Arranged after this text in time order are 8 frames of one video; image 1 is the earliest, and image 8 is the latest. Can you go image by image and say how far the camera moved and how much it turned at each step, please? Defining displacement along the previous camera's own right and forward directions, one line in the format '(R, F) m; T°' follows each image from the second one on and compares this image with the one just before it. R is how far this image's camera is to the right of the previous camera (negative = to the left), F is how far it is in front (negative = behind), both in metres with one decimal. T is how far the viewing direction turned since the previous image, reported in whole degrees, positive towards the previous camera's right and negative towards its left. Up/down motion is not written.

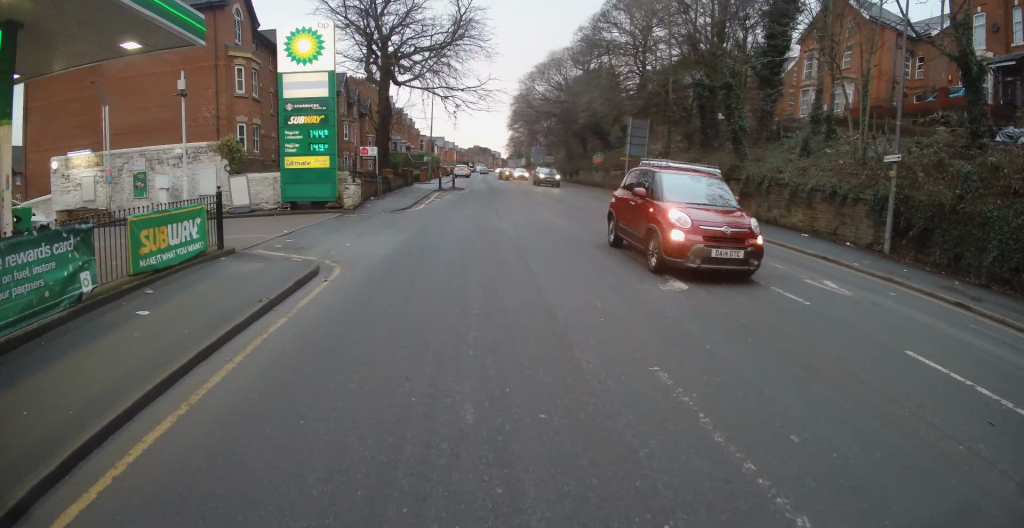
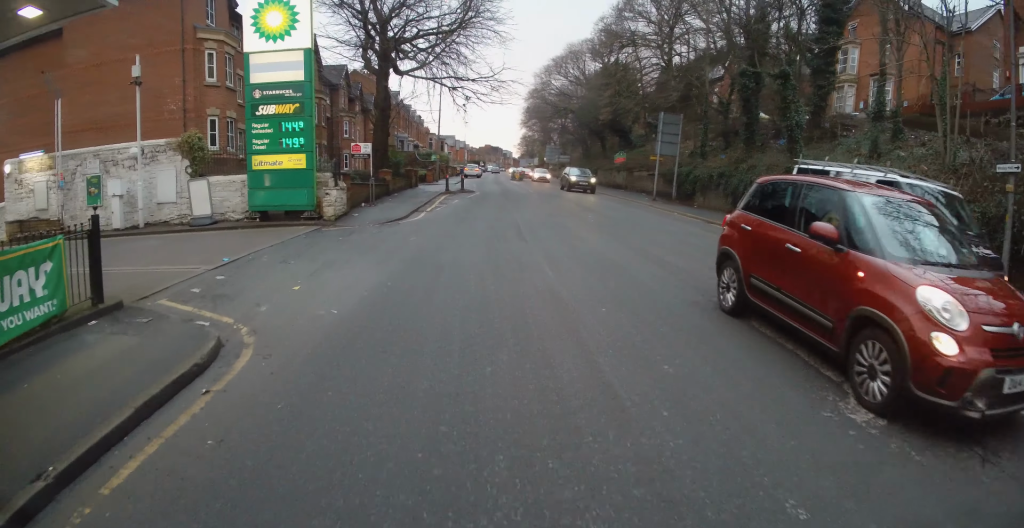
(+0.1, +3.8) m; +3°
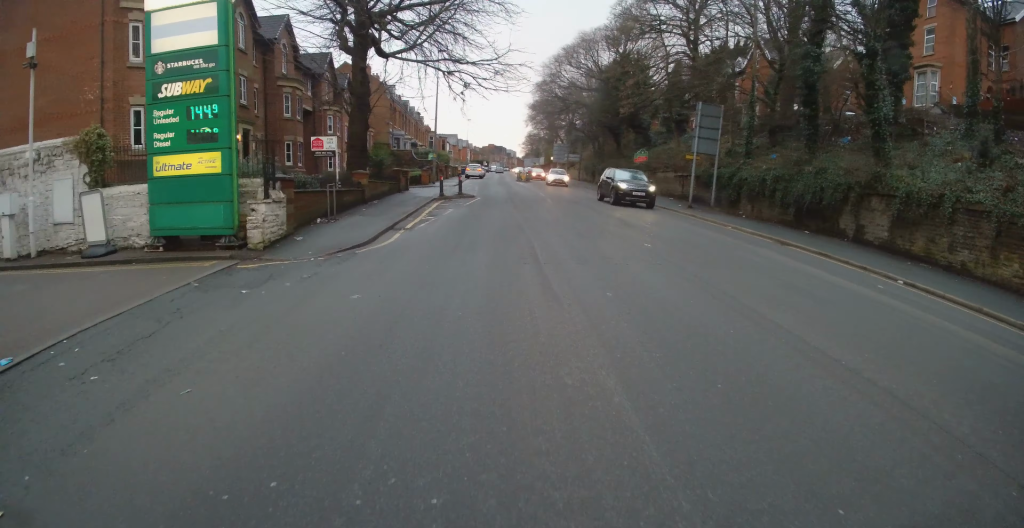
(+0.2, +5.0) m; +3°
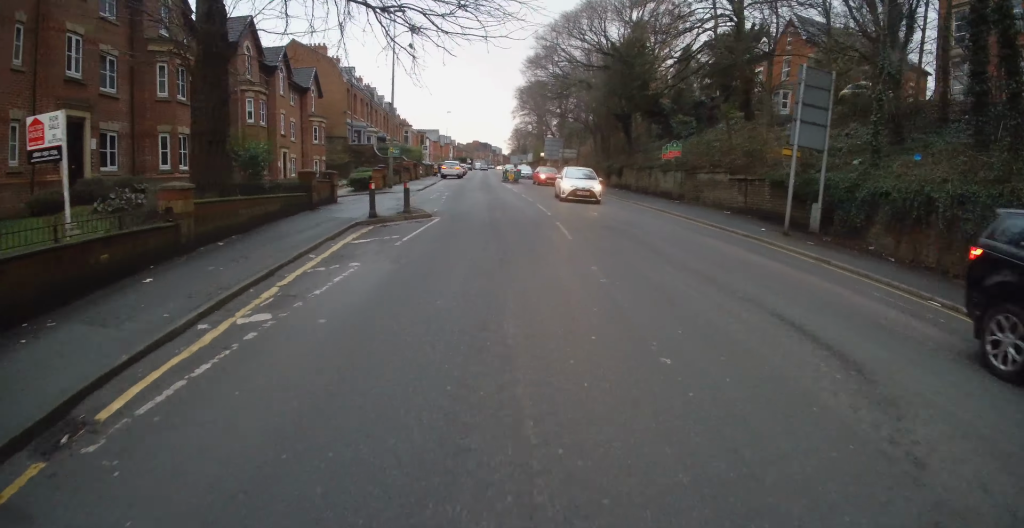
(+0.1, +10.3) m; 0°
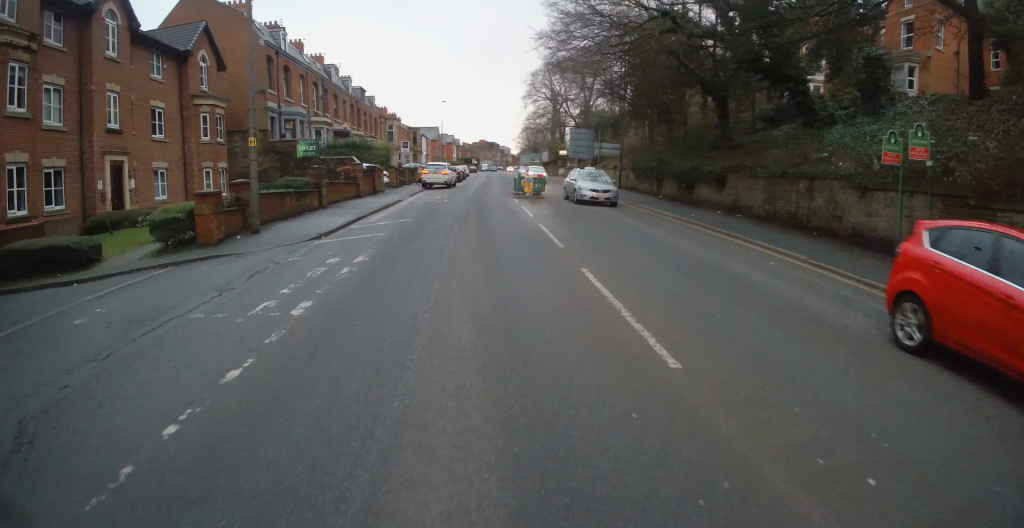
(+0.1, +17.4) m; 0°
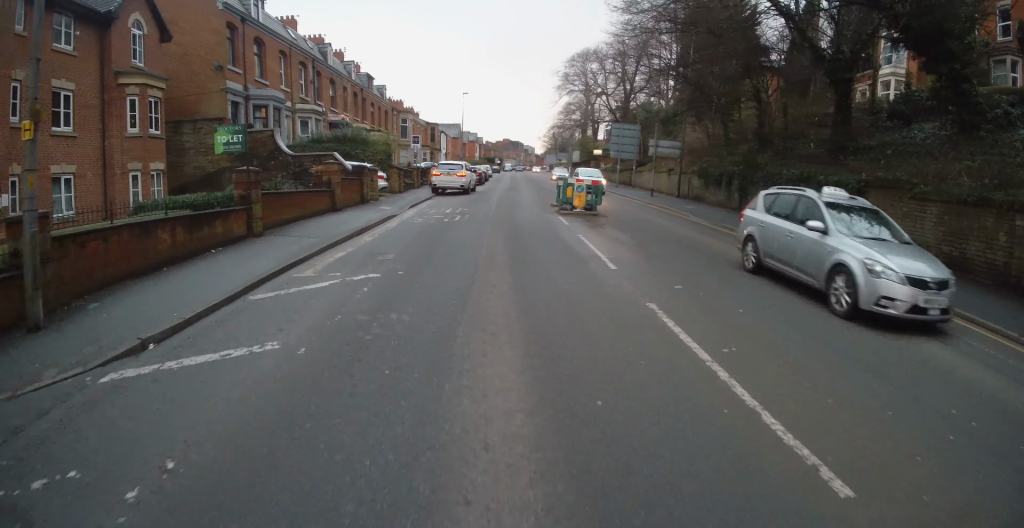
(-0.1, +7.7) m; -1°
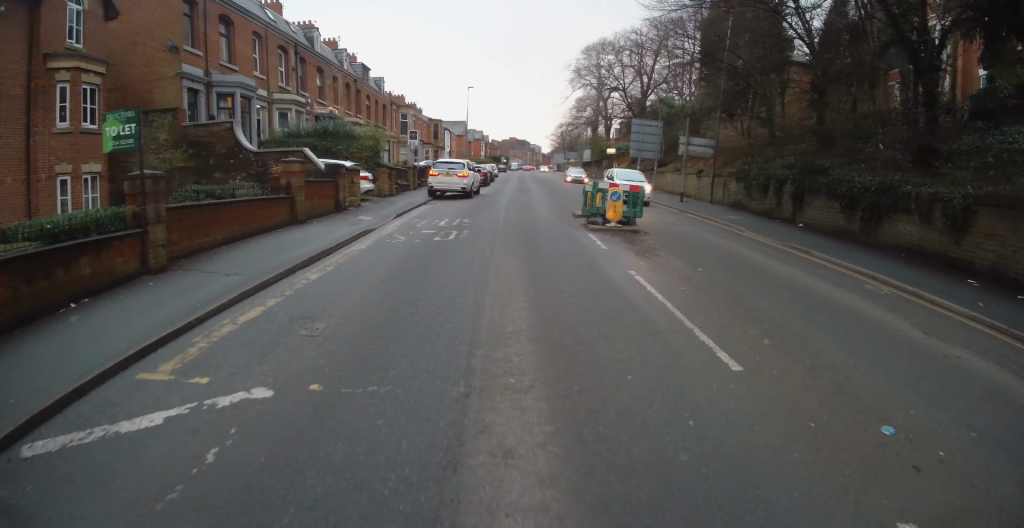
(-0.1, +4.1) m; 0°
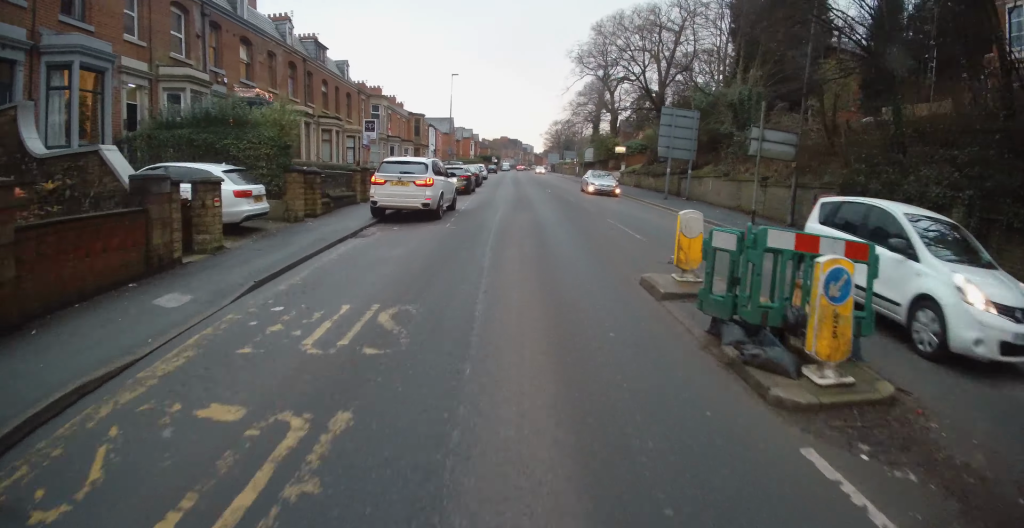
(+0.2, +9.1) m; +1°
